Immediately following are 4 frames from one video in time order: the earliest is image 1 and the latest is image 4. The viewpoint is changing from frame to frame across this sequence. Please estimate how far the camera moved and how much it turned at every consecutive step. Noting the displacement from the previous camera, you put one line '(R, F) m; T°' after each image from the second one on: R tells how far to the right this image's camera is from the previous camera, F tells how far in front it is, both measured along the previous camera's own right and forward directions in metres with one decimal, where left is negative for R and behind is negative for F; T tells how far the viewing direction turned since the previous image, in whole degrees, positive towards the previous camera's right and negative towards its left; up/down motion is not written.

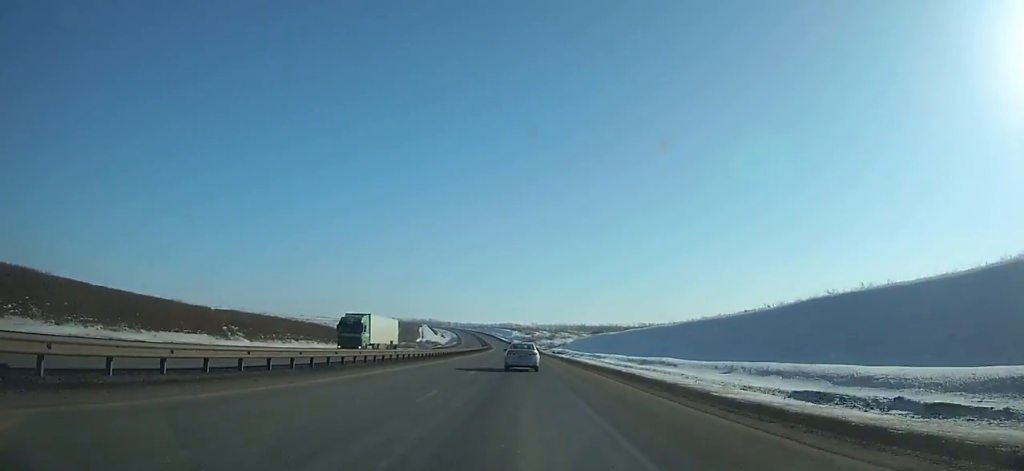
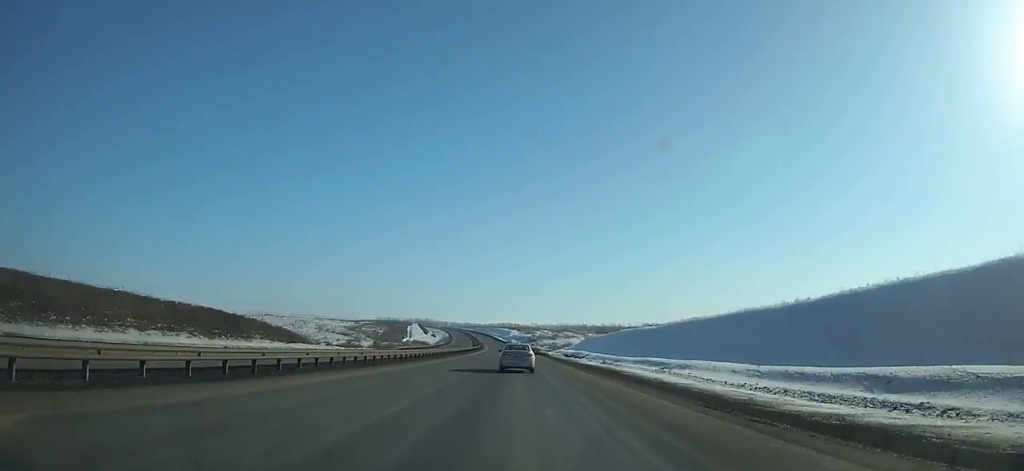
(-0.2, +38.5) m; -1°
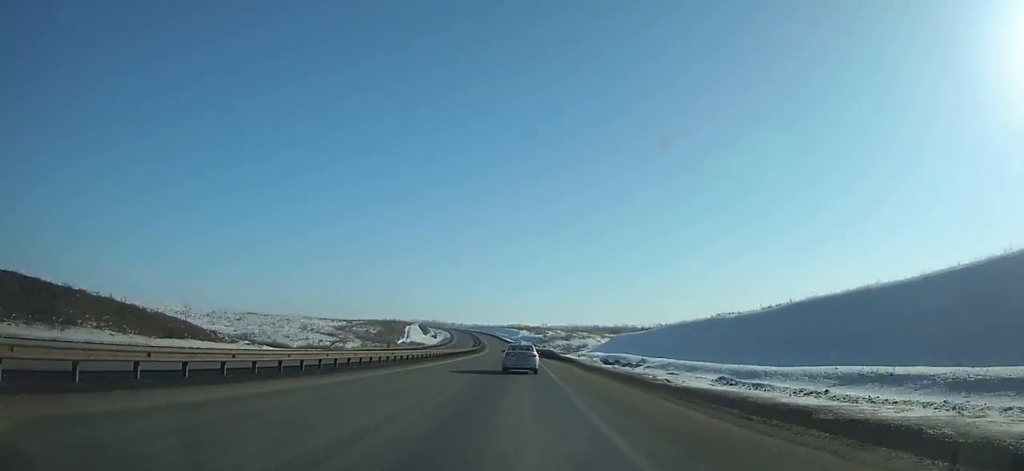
(-0.1, +34.0) m; -1°
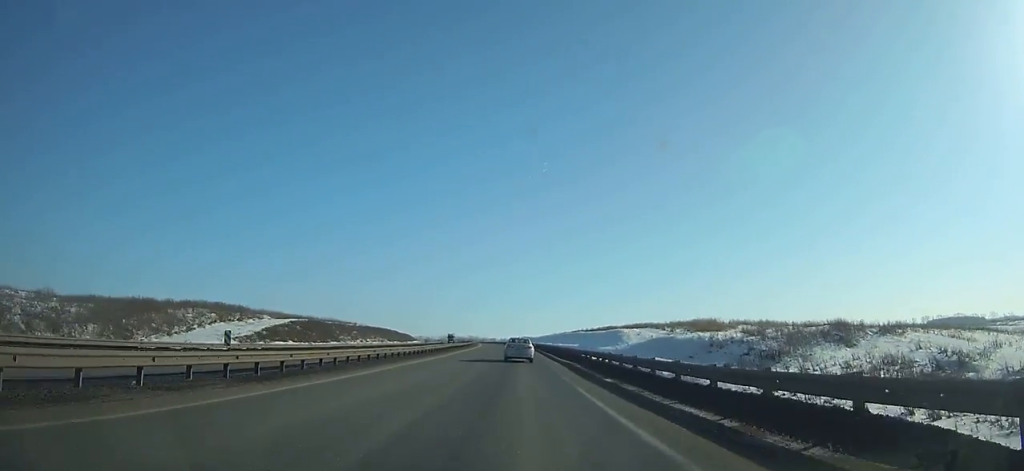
(-11.1, +237.9) m; -5°
